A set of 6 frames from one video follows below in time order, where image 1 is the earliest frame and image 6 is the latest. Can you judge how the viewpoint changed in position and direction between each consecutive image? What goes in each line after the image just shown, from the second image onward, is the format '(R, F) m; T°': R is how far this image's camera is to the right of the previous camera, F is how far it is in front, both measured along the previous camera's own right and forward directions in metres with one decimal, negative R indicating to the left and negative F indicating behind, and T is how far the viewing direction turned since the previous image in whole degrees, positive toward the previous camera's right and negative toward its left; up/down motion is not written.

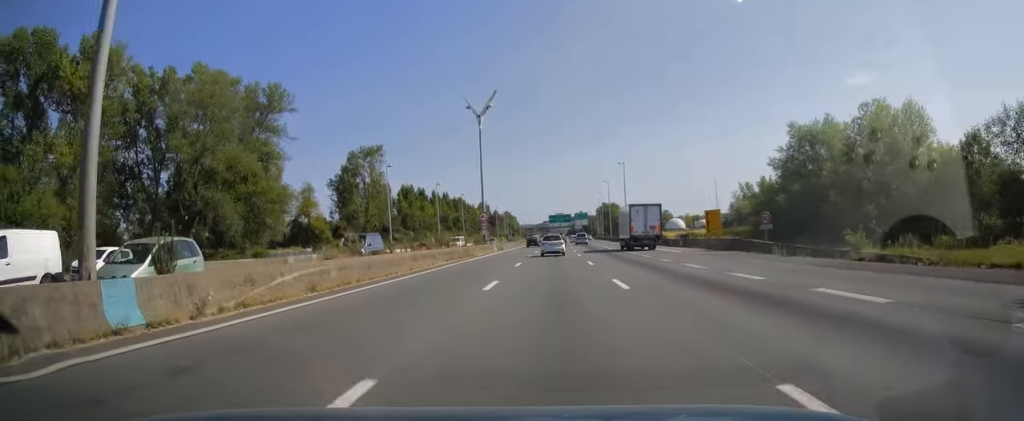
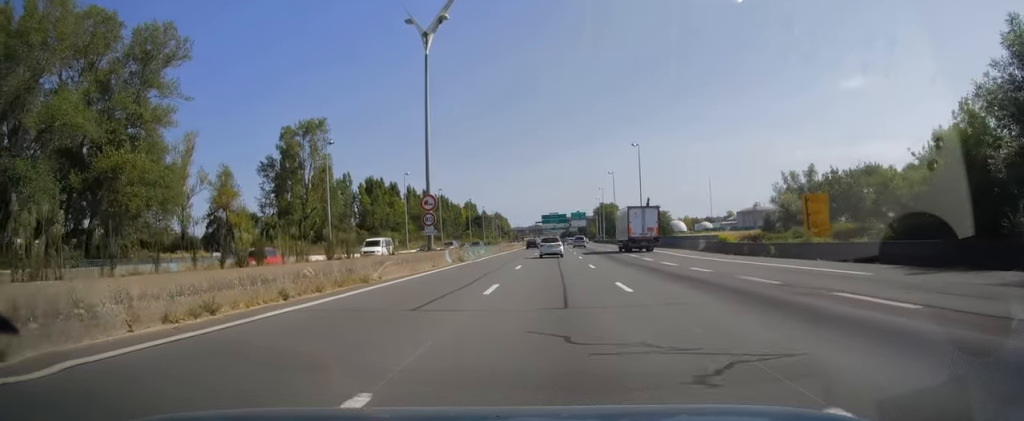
(+0.3, +27.2) m; +1°
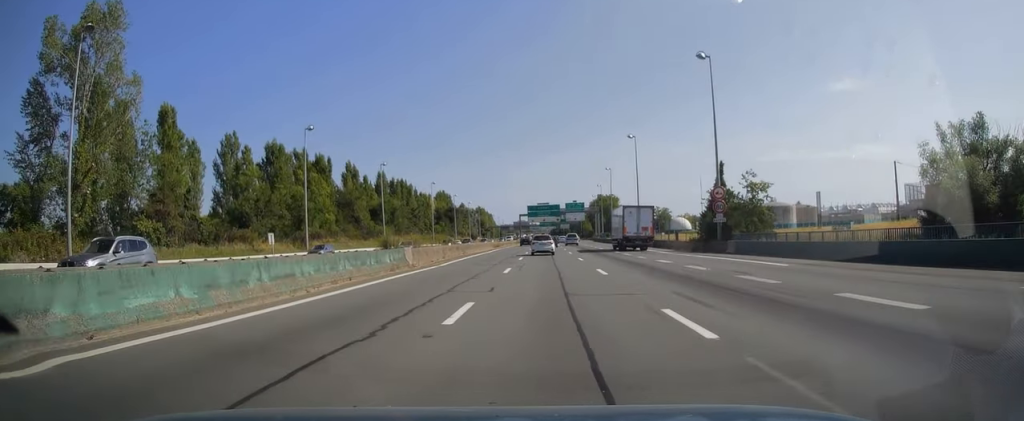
(+0.4, +45.9) m; +1°
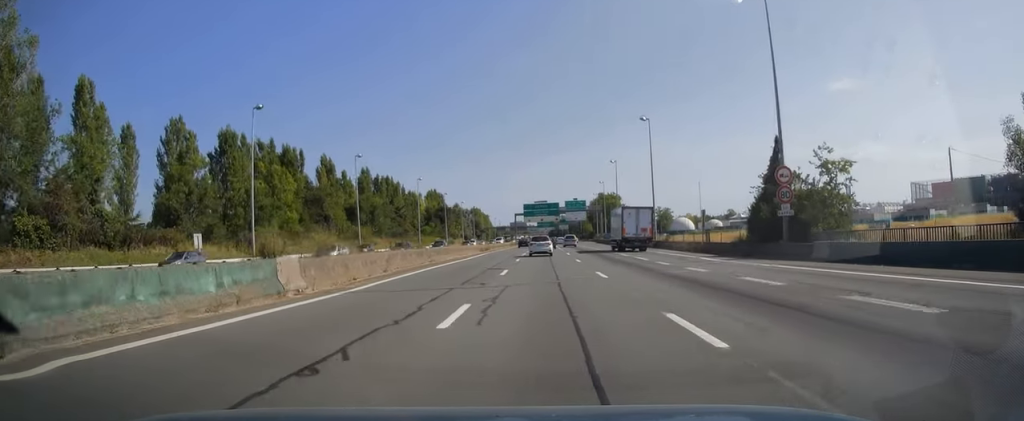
(0.0, +13.6) m; 0°
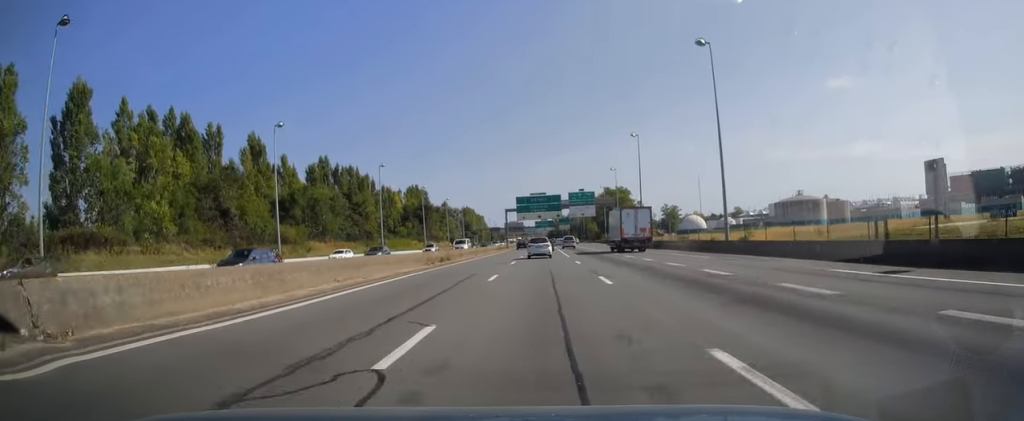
(+0.3, +29.3) m; 0°
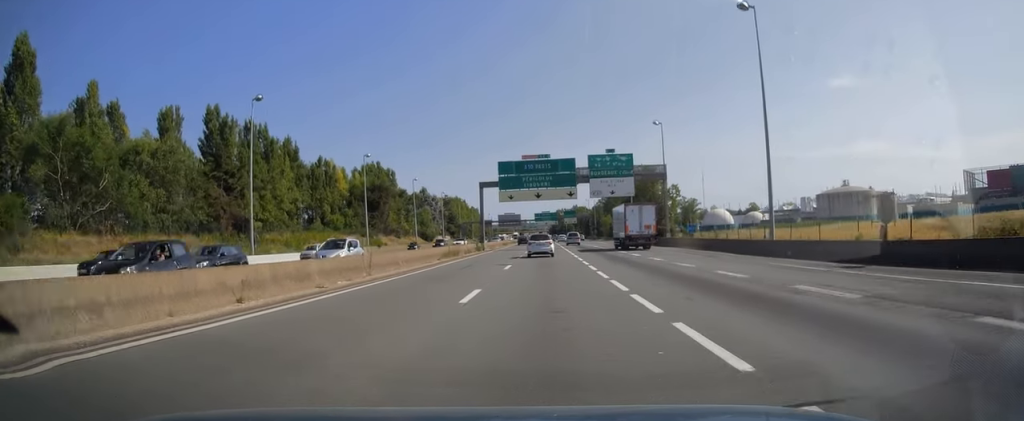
(-0.3, +47.4) m; 0°
